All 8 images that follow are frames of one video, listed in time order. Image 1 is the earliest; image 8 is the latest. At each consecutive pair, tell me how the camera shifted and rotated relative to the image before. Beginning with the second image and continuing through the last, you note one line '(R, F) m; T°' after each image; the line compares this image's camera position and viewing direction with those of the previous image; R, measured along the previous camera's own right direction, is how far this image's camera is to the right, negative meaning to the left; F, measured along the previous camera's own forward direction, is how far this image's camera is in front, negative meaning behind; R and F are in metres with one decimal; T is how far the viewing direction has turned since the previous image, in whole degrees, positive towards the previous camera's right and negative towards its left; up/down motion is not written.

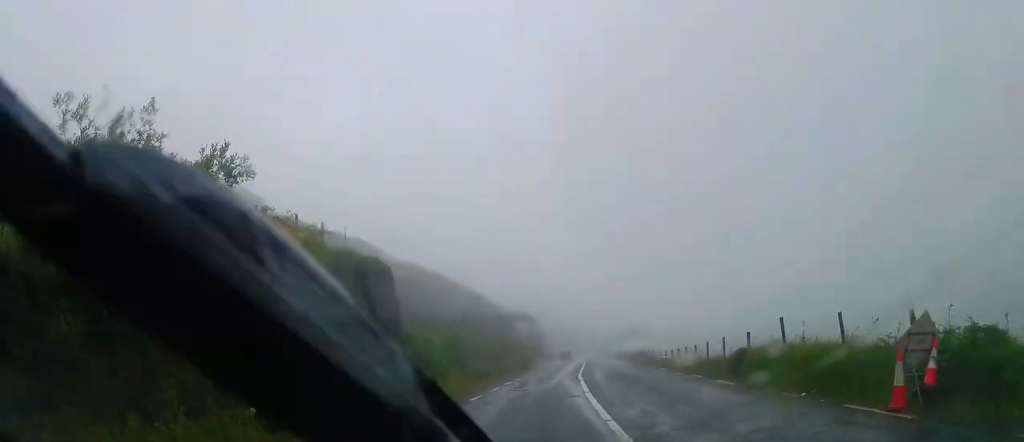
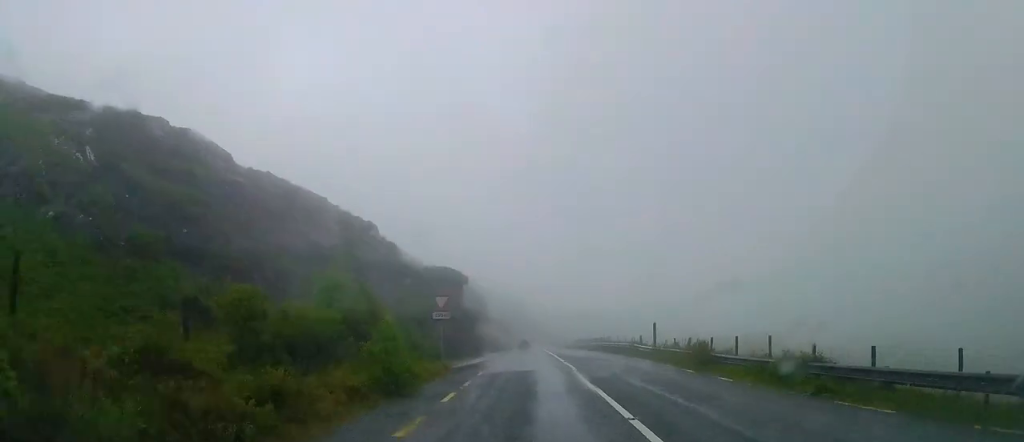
(+0.1, +34.9) m; +2°
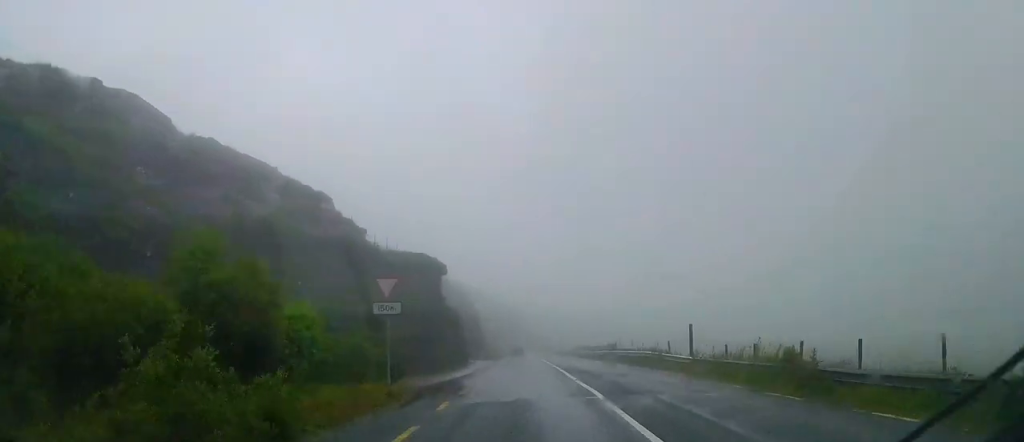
(+0.1, +9.6) m; 0°
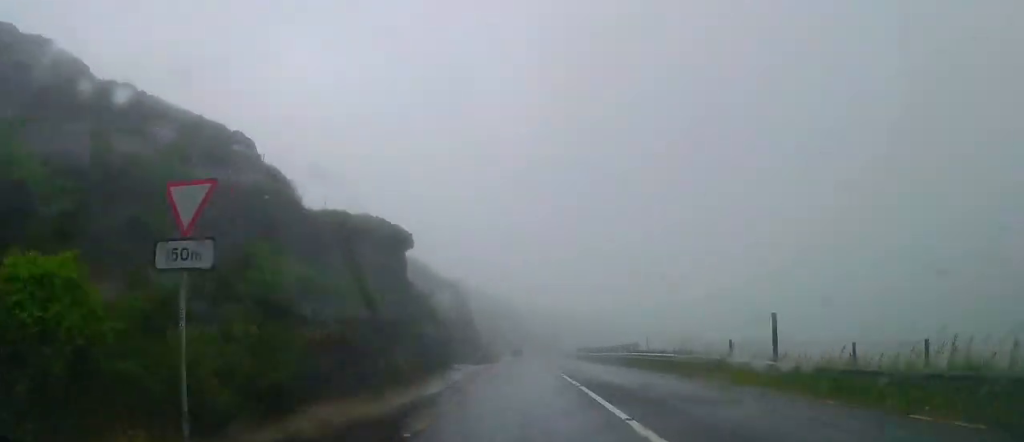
(+0.2, +10.1) m; -2°
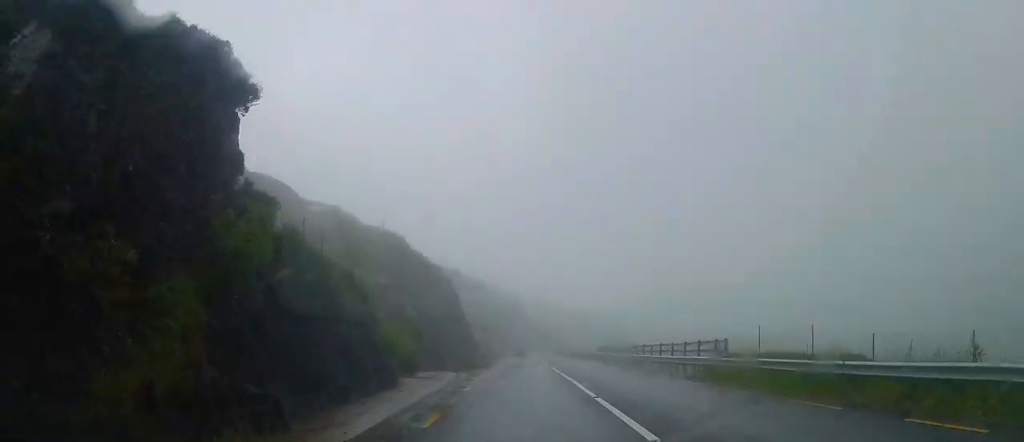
(-0.7, +16.2) m; 0°
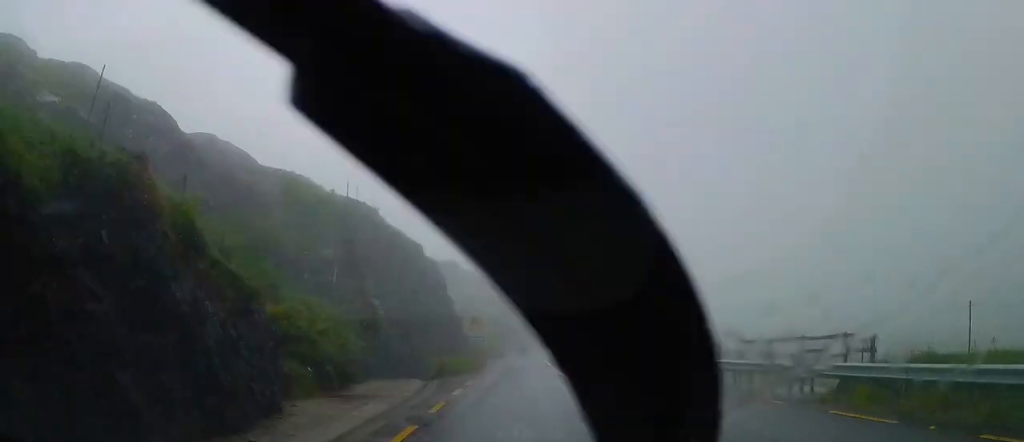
(+0.5, +10.2) m; +1°
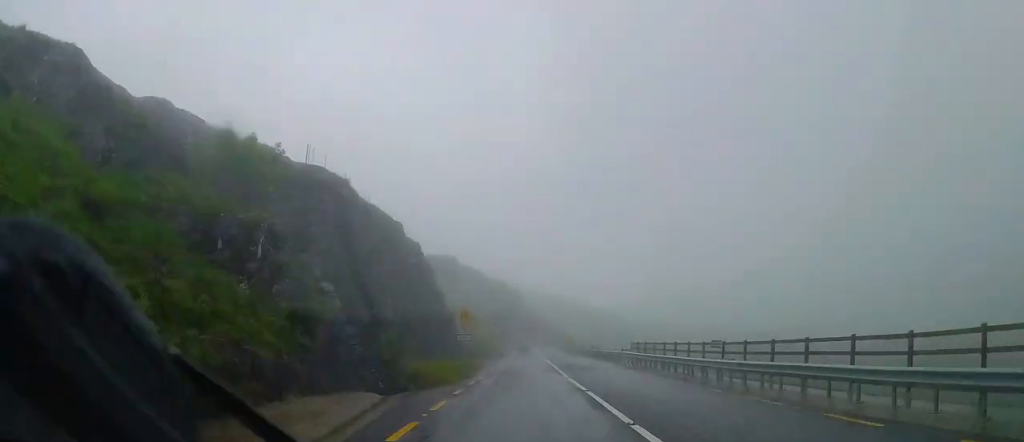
(+0.1, +7.6) m; 0°
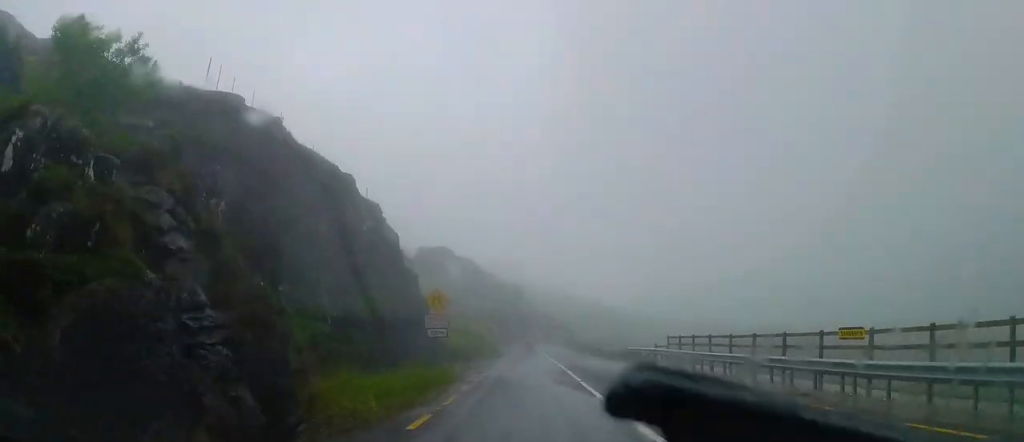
(-0.1, +10.7) m; 0°
